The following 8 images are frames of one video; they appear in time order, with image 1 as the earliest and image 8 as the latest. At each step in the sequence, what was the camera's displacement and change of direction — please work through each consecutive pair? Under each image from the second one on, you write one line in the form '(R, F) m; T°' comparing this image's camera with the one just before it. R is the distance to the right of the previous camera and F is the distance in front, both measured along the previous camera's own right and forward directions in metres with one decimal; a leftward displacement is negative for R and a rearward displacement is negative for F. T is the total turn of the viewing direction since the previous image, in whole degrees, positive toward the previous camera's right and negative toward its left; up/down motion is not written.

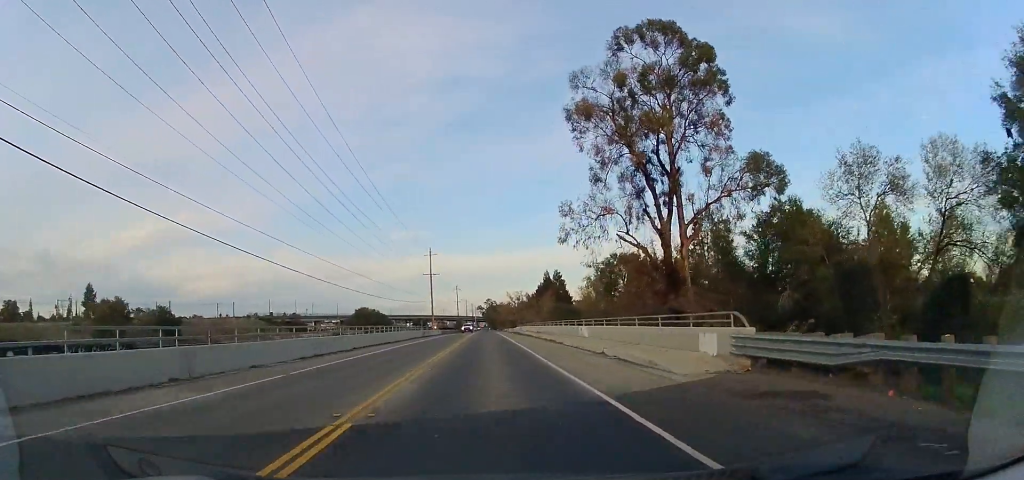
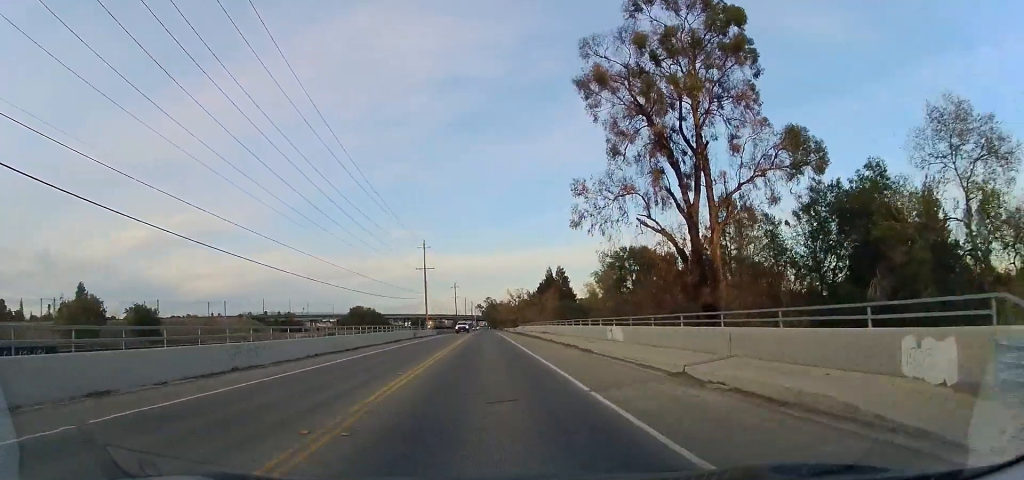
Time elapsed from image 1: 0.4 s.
(+0.2, +8.5) m; +1°
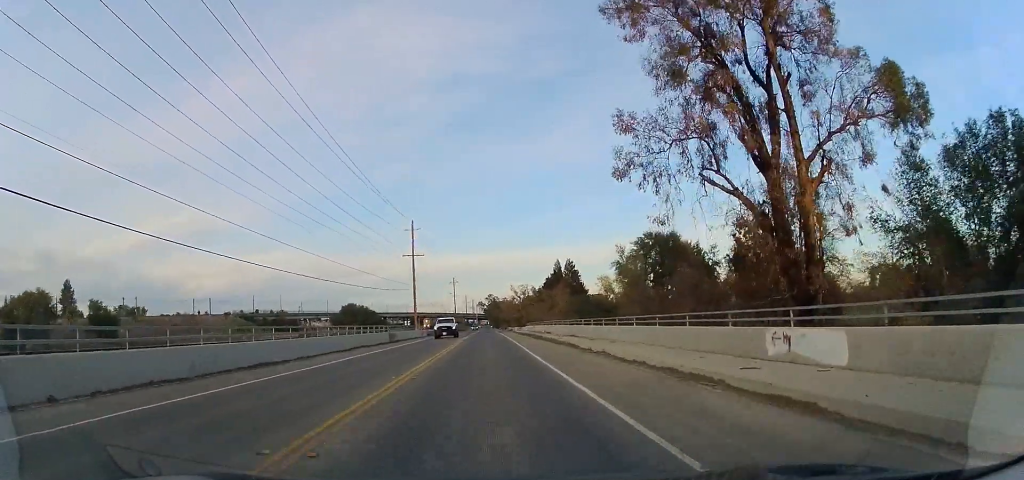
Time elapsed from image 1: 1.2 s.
(+0.2, +15.8) m; +1°
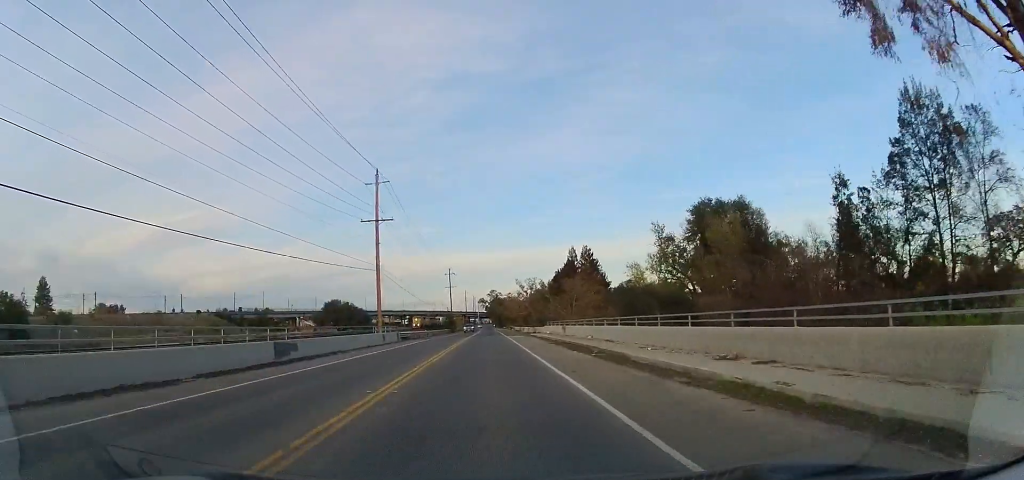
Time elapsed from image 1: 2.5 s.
(0.0, +24.5) m; -1°
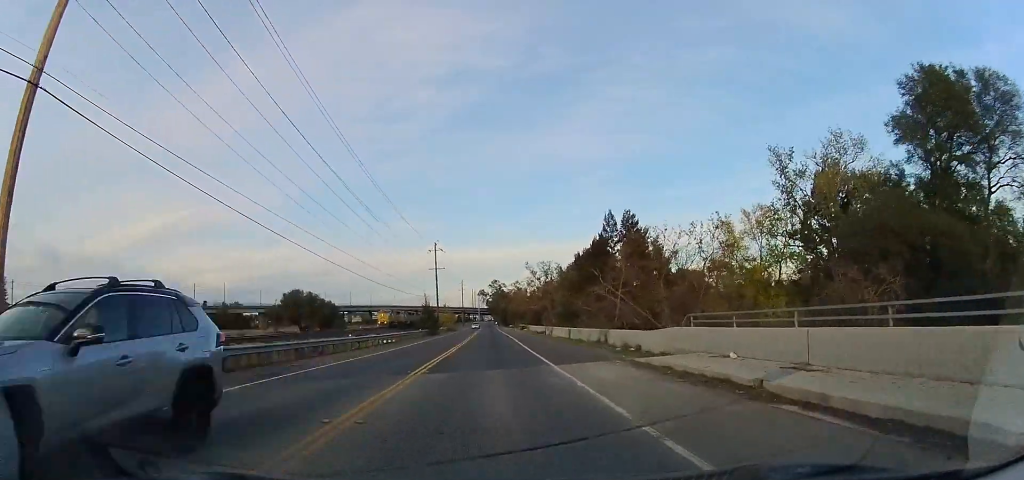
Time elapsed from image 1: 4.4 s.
(-0.2, +39.4) m; -1°
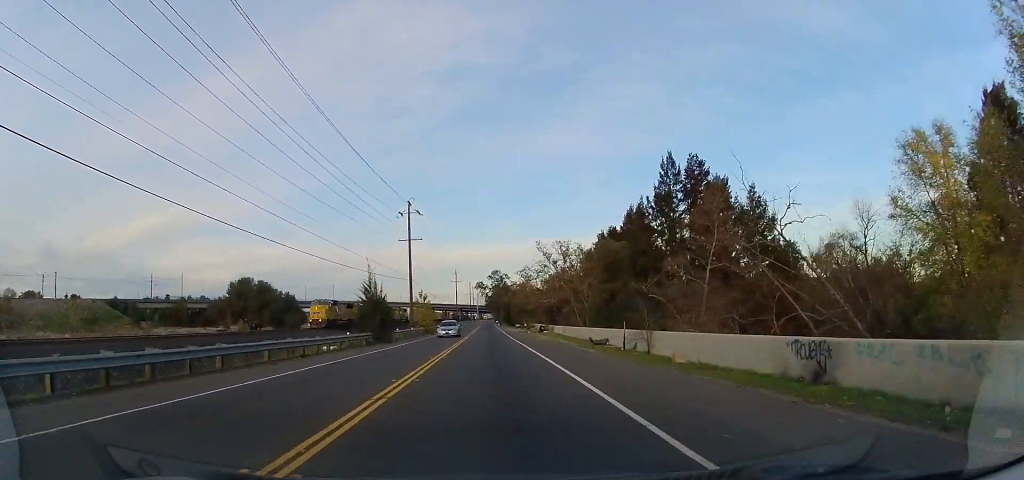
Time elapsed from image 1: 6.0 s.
(-0.6, +31.5) m; -1°
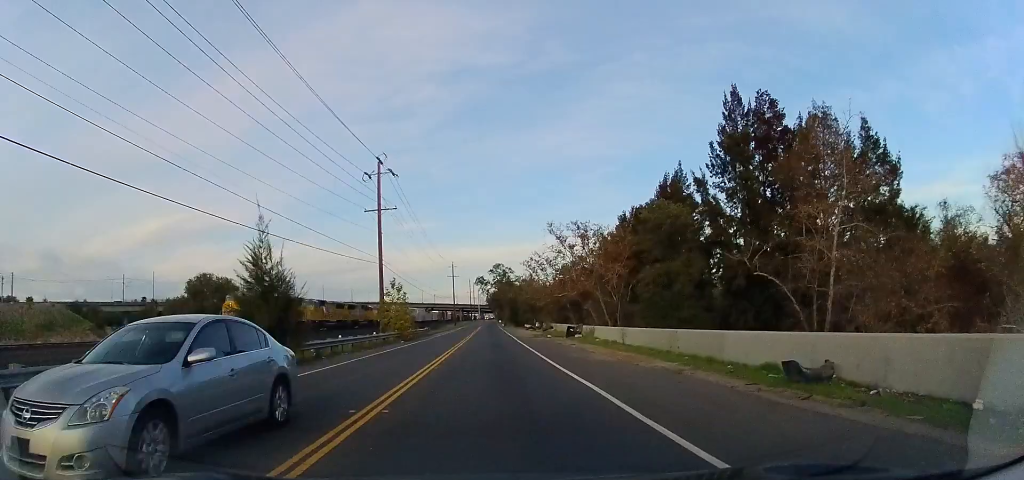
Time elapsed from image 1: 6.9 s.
(+0.3, +18.4) m; +1°
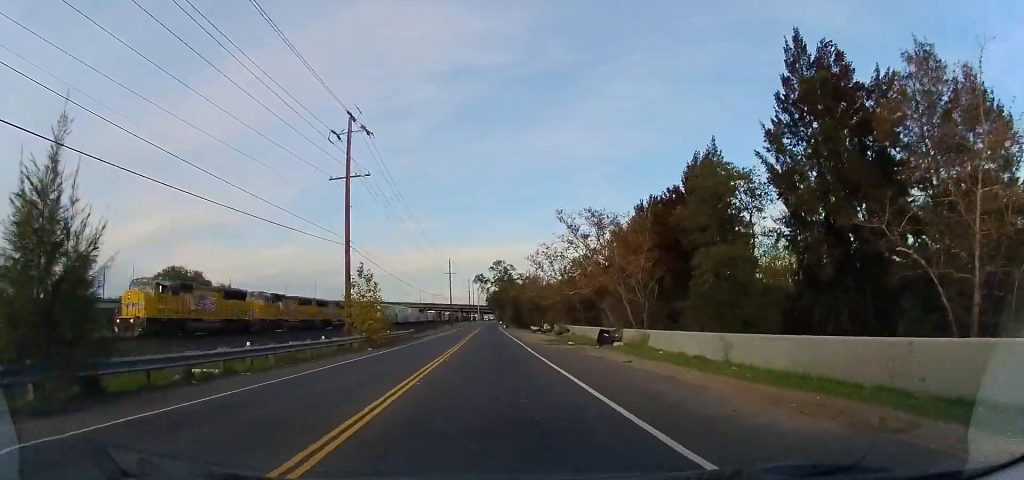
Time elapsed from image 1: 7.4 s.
(+0.2, +11.0) m; -1°
